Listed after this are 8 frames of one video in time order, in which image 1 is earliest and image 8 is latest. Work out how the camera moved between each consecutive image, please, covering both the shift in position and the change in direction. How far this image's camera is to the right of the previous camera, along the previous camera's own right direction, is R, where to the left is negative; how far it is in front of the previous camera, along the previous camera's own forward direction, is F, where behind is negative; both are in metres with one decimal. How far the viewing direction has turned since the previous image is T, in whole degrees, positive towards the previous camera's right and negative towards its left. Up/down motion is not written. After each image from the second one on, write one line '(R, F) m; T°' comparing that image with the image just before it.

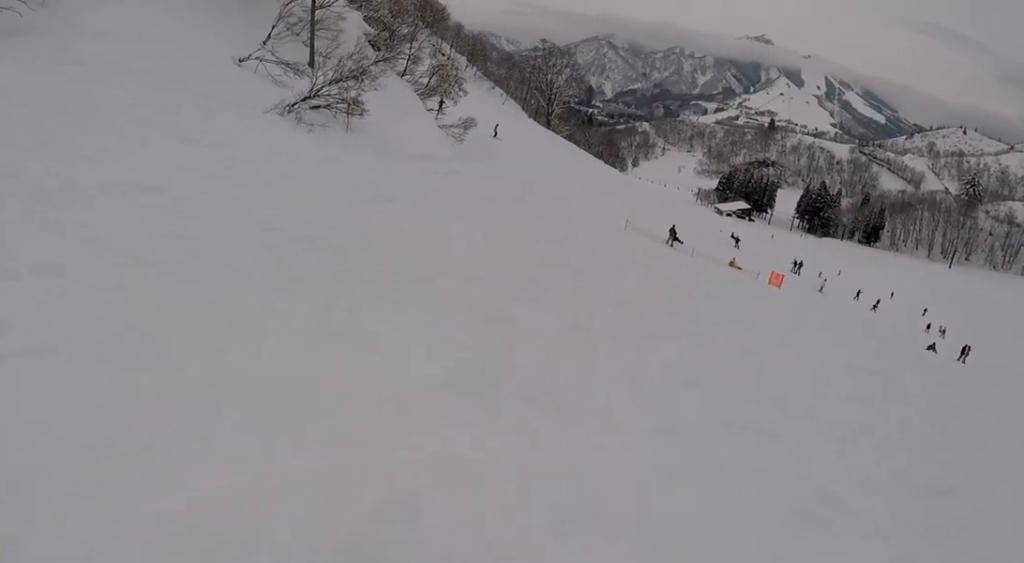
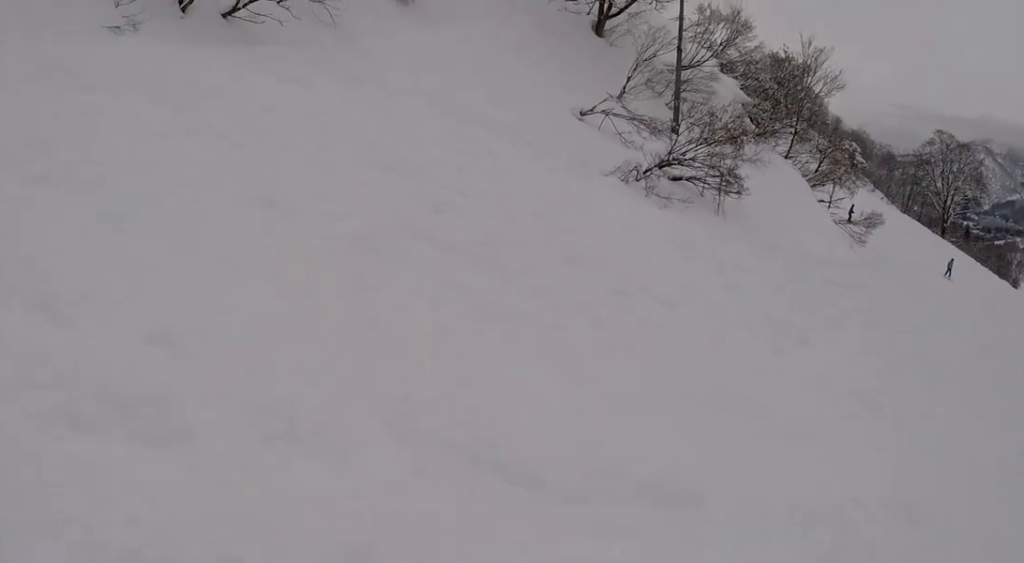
(-2.5, +7.7) m; -13°
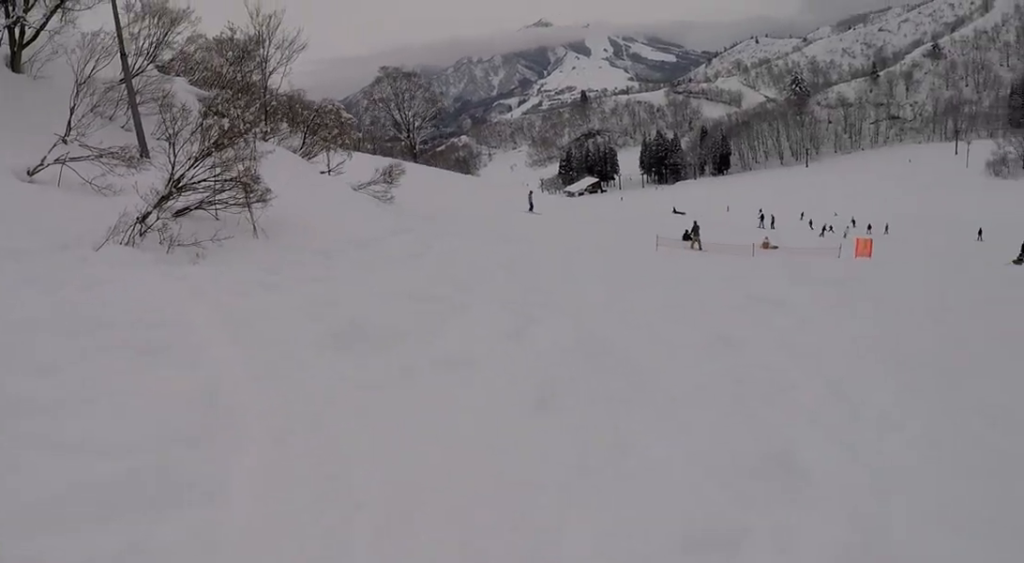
(+3.1, +6.6) m; +44°
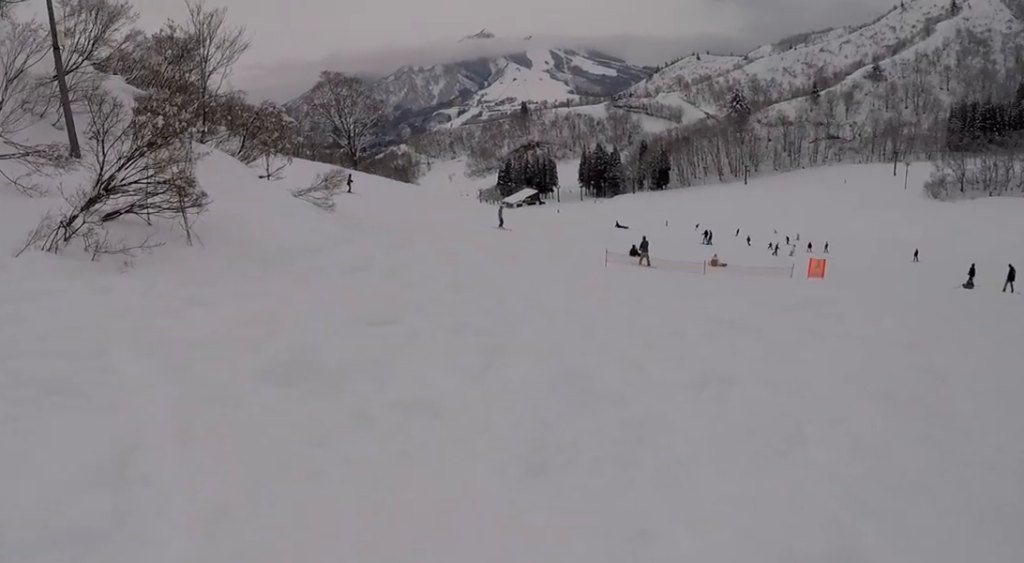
(-0.2, +2.1) m; +8°
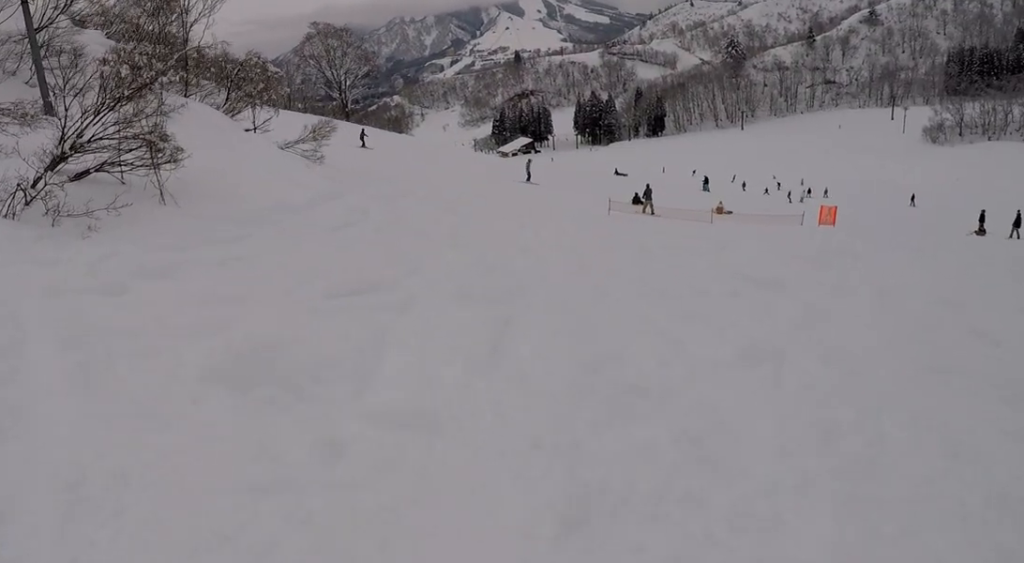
(+0.4, +2.2) m; +2°
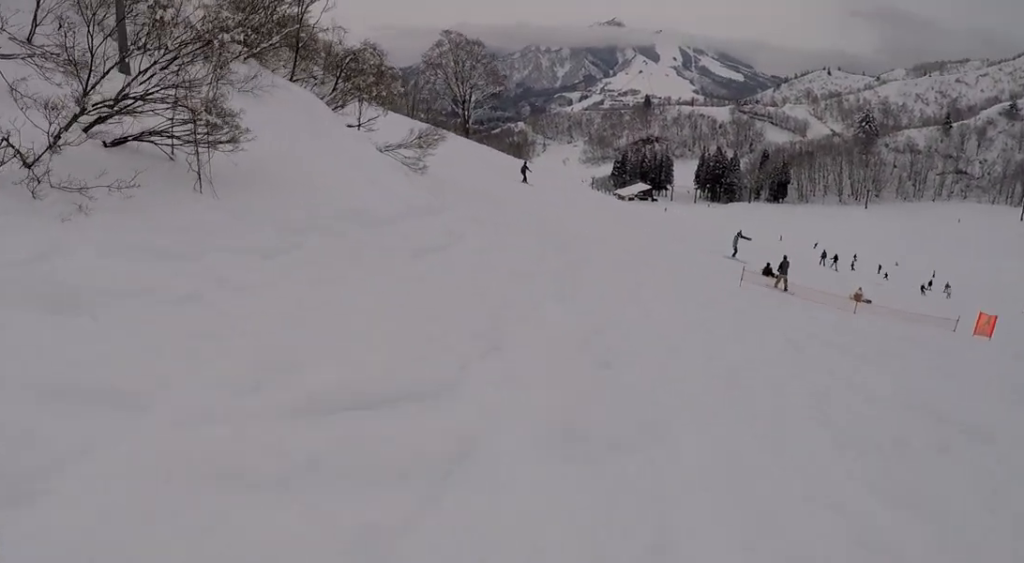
(+0.2, +5.5) m; -5°
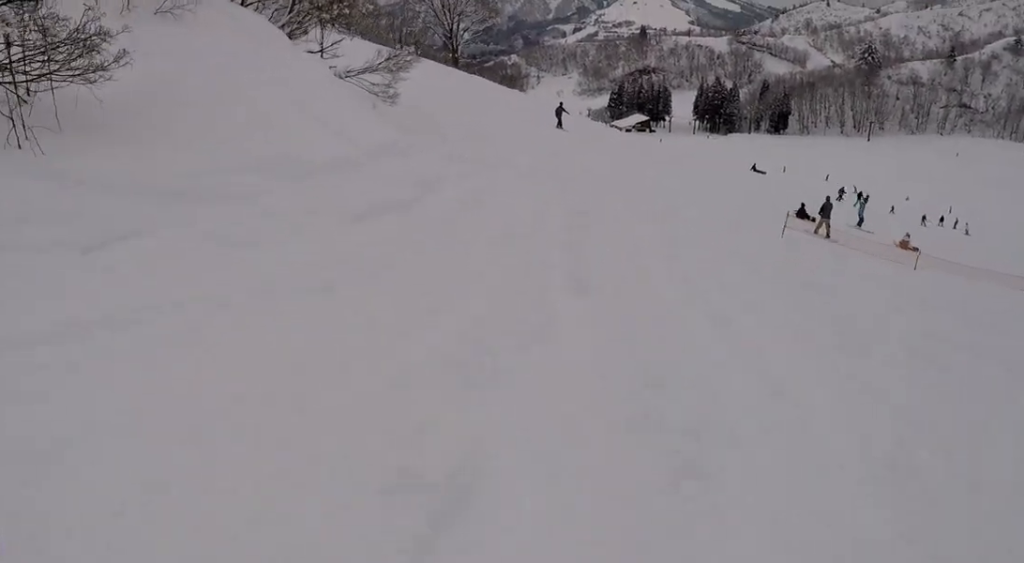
(-0.8, +6.2) m; -6°
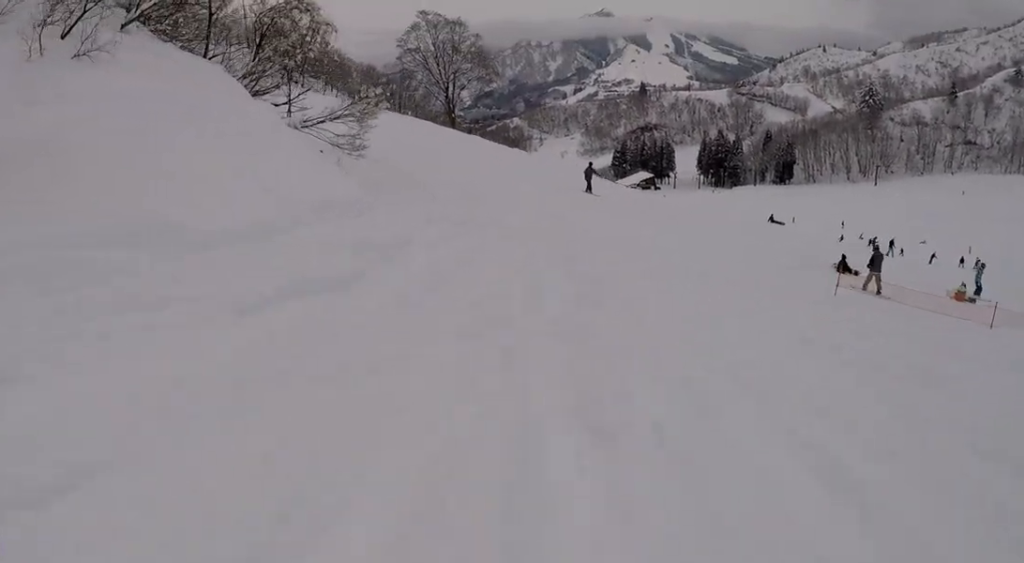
(-0.1, +4.6) m; +3°
